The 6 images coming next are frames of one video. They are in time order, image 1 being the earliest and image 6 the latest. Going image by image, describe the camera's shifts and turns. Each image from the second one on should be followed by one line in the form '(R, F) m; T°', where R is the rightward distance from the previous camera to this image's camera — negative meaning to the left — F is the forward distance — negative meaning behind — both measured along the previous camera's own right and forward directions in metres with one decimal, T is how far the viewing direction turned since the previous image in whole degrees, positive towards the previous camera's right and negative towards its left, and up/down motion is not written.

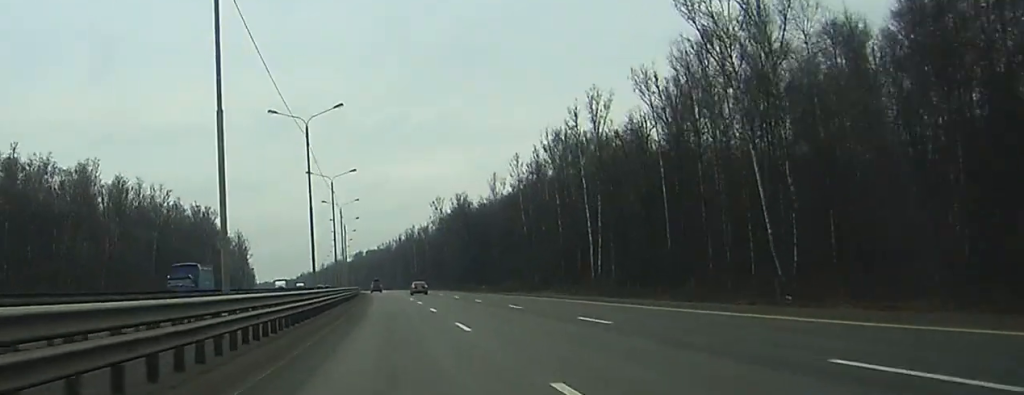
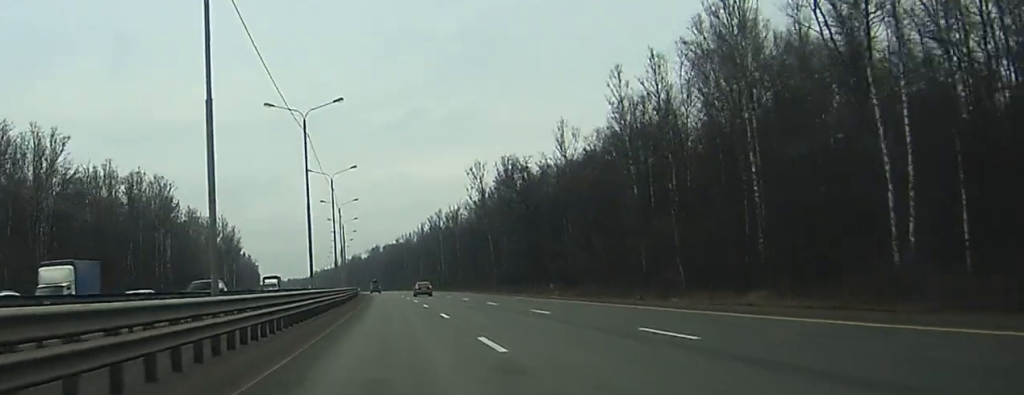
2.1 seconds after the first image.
(-0.6, +64.4) m; -1°
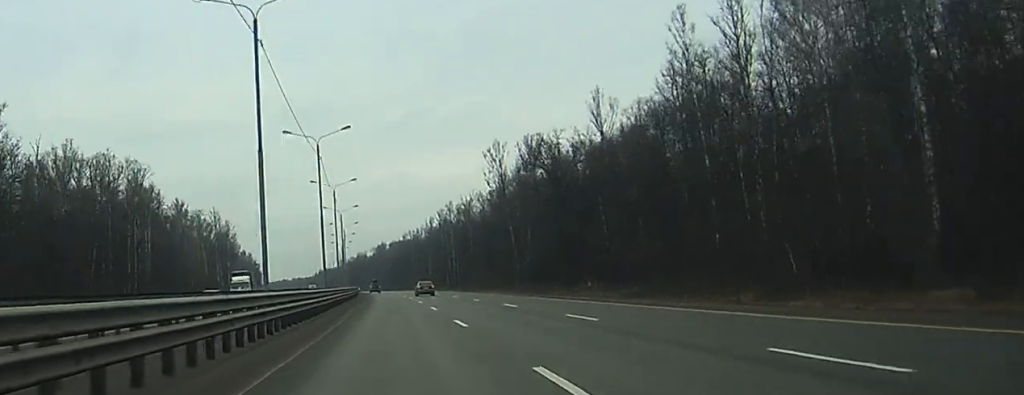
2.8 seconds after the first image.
(-0.1, +19.6) m; 0°
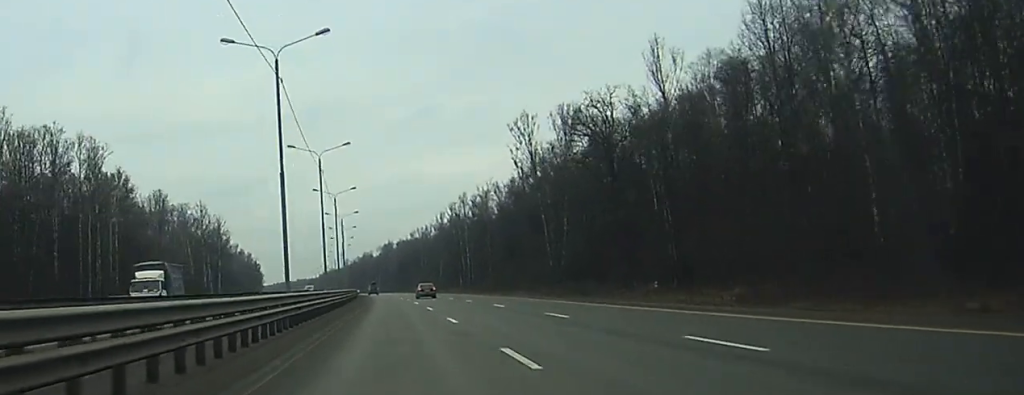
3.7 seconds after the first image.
(-0.2, +23.5) m; 0°
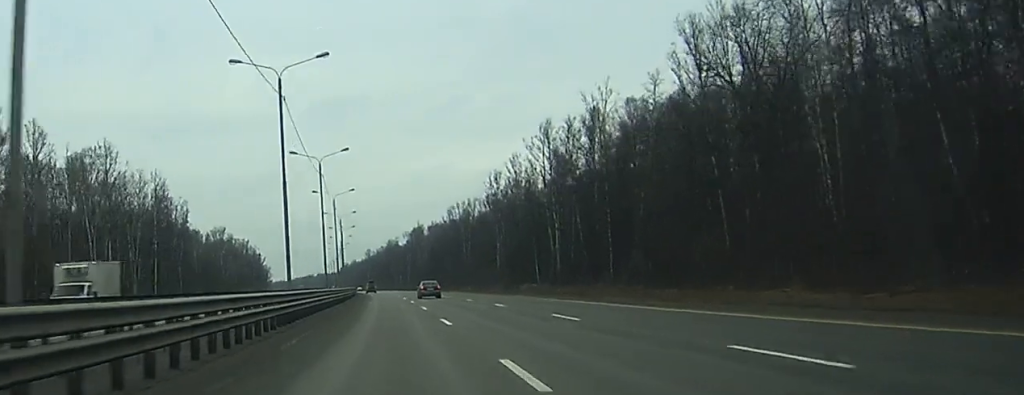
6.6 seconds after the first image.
(-1.3, +109.5) m; -2°
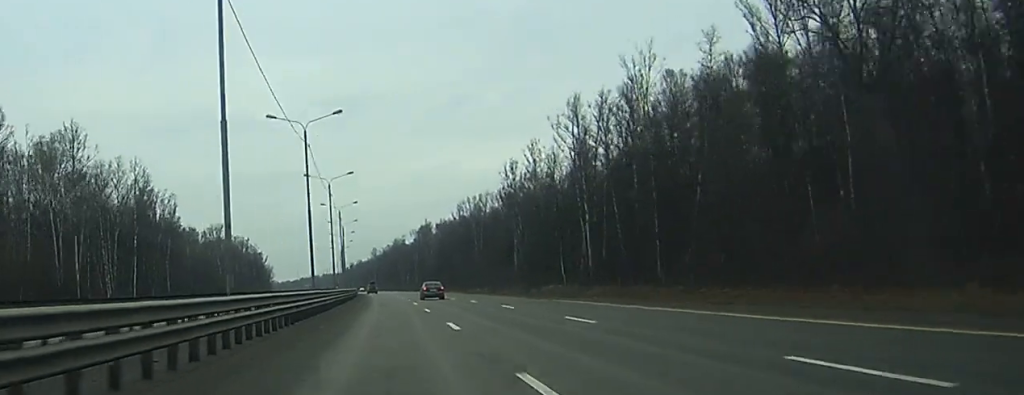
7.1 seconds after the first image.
(-0.2, +20.0) m; 0°
